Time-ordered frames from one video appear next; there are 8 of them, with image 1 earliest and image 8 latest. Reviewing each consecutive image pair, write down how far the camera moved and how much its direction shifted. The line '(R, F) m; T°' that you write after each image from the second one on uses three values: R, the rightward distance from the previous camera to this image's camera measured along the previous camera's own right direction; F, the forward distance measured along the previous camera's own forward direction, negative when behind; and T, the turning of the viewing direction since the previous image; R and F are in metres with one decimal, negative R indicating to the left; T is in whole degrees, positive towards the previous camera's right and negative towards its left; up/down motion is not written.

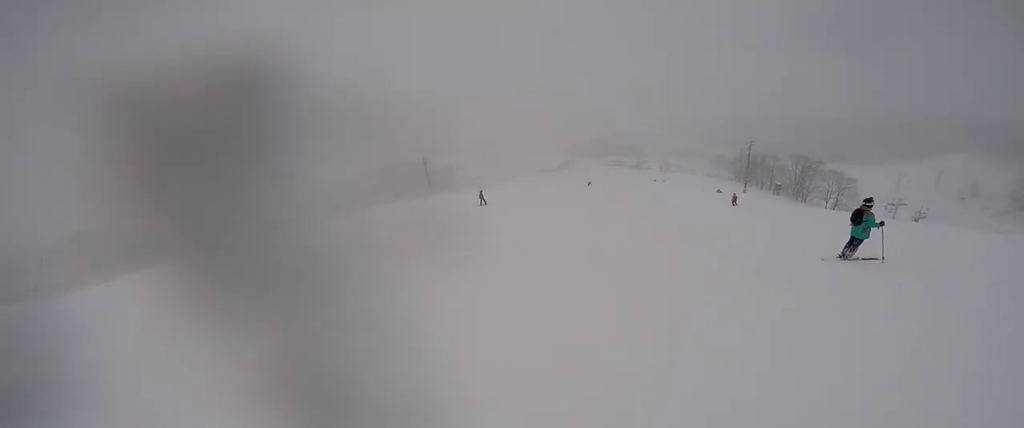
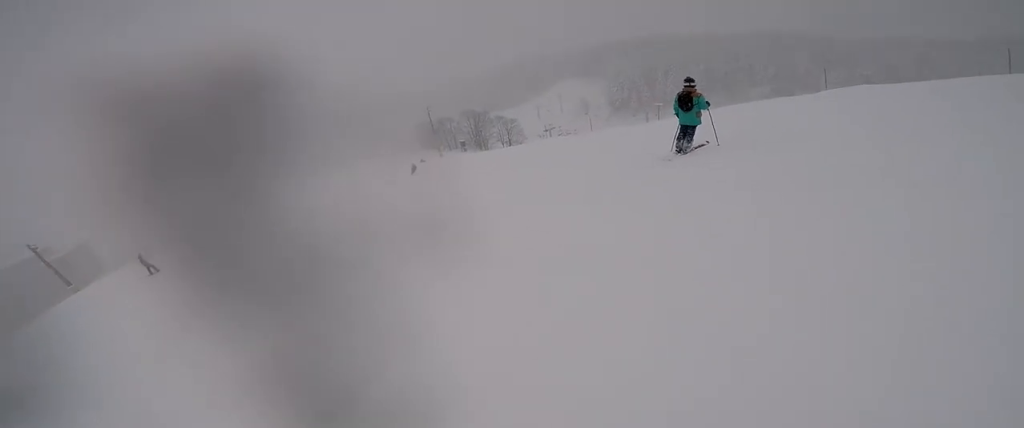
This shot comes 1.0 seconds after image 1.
(+0.6, +3.6) m; +15°
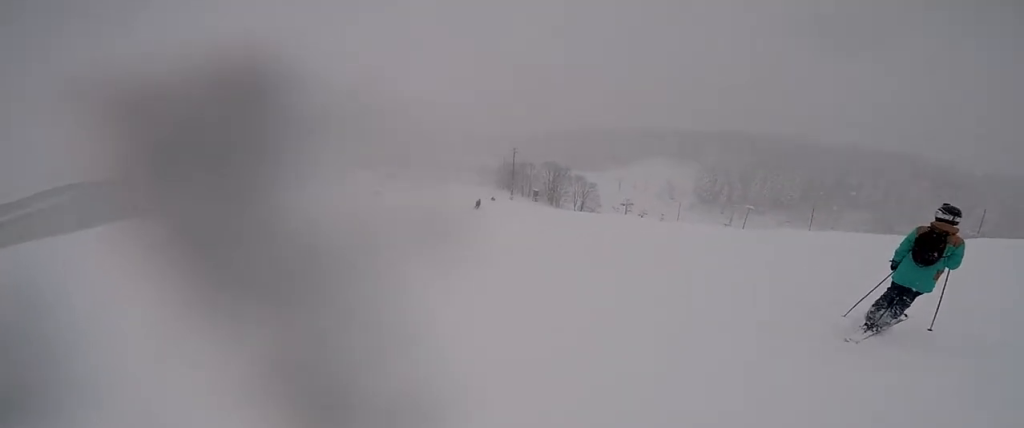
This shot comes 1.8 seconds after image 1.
(+0.3, +3.0) m; -2°
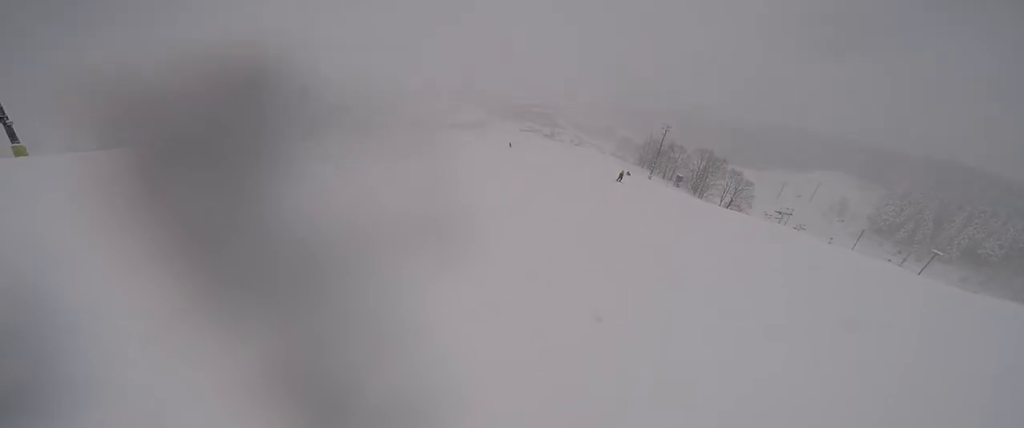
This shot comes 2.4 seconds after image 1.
(+0.2, +2.4) m; -16°
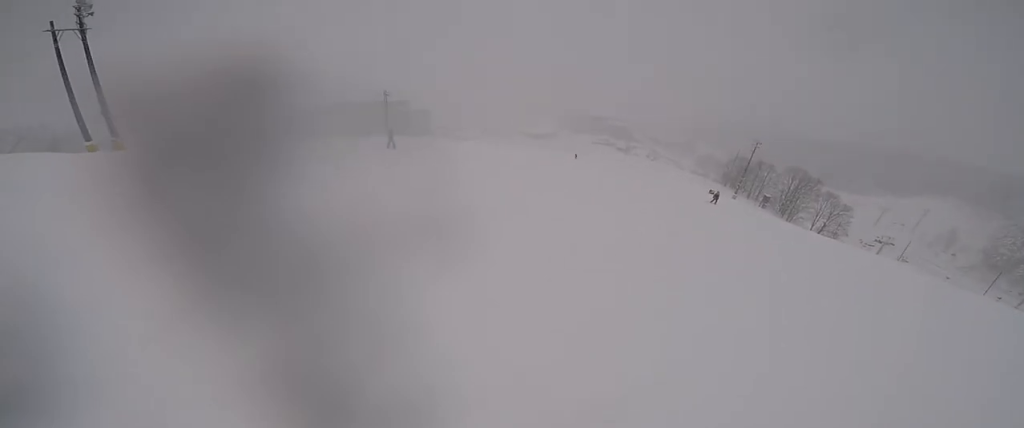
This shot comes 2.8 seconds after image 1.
(-0.4, +1.6) m; -4°
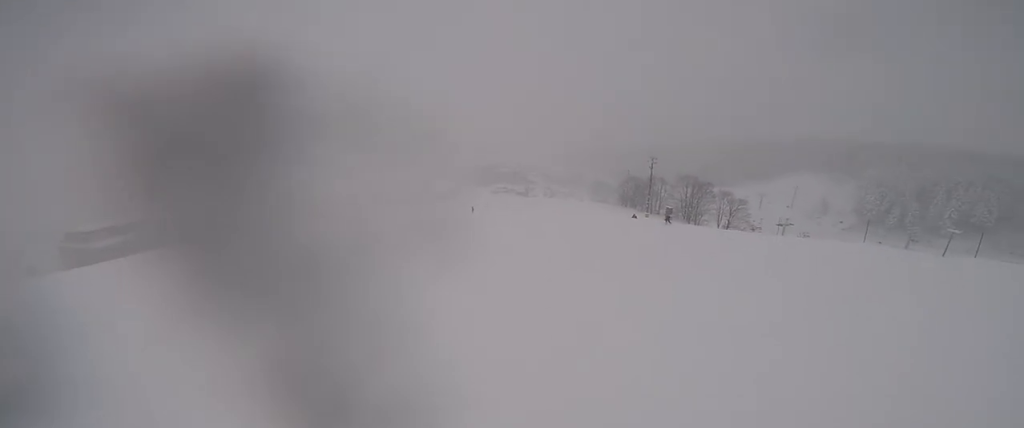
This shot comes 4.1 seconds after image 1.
(-0.5, +5.4) m; +10°
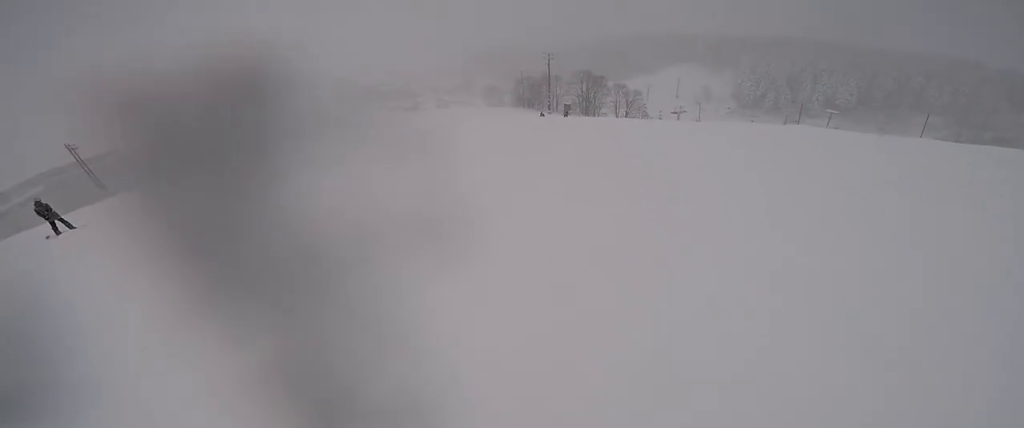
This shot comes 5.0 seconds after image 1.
(+0.8, +4.3) m; +9°
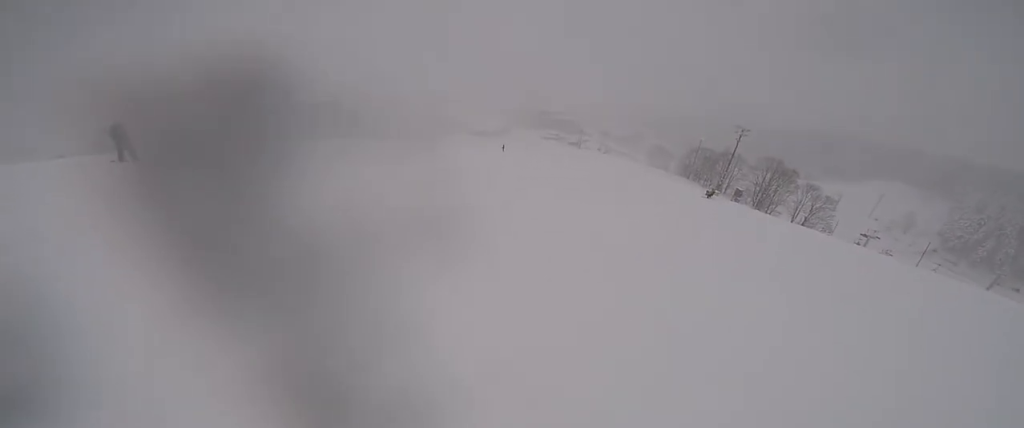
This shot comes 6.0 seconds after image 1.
(-0.1, +5.2) m; -4°
